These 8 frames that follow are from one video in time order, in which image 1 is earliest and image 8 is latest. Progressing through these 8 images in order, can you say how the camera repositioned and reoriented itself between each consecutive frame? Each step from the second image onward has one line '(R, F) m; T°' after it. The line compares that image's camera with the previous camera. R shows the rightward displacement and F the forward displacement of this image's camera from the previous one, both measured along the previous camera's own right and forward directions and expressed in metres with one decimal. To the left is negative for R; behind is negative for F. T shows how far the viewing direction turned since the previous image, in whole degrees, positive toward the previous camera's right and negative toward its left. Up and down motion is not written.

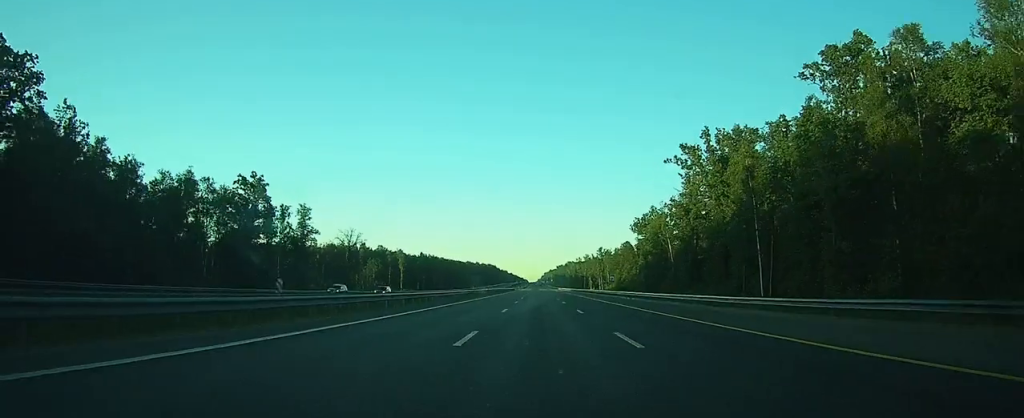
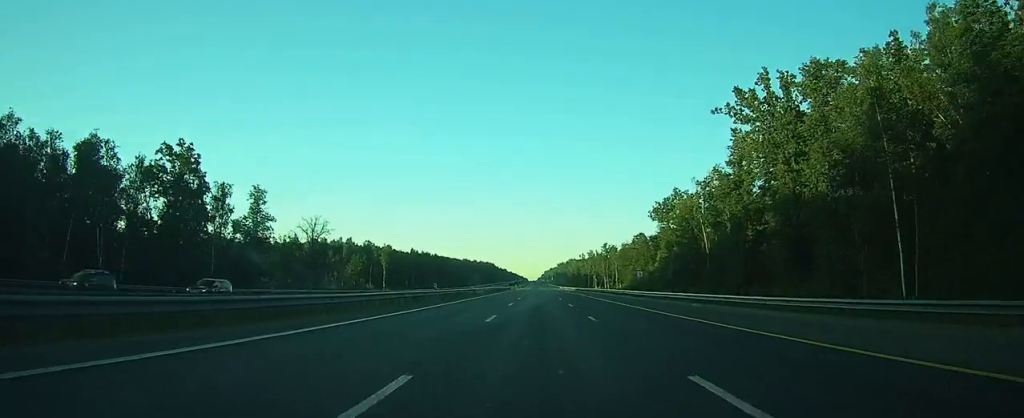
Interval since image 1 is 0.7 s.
(0.0, +24.2) m; 0°
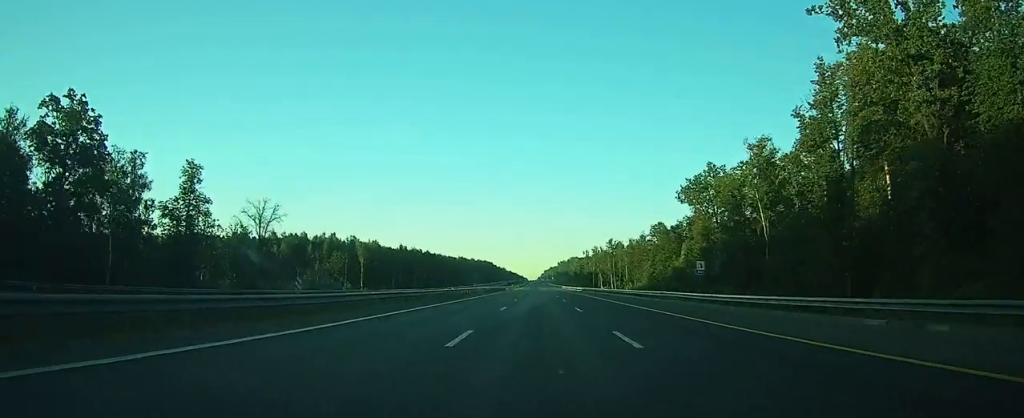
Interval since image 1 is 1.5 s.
(0.0, +24.0) m; 0°
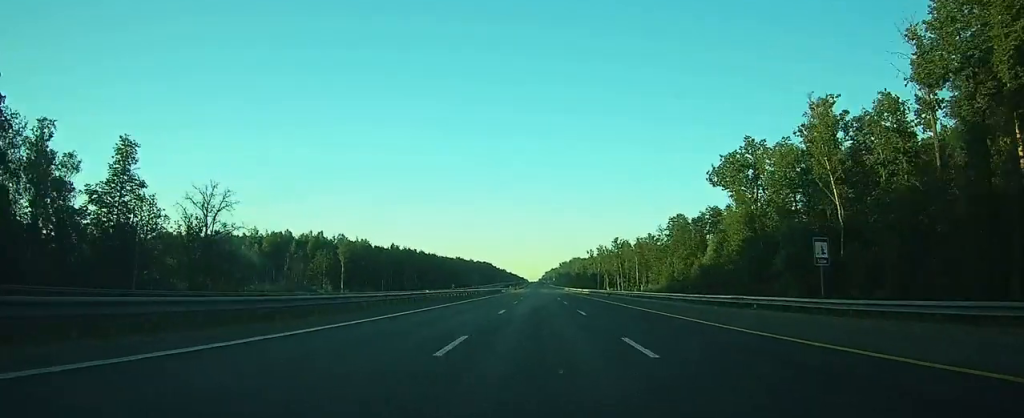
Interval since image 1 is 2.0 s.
(0.0, +17.4) m; 0°
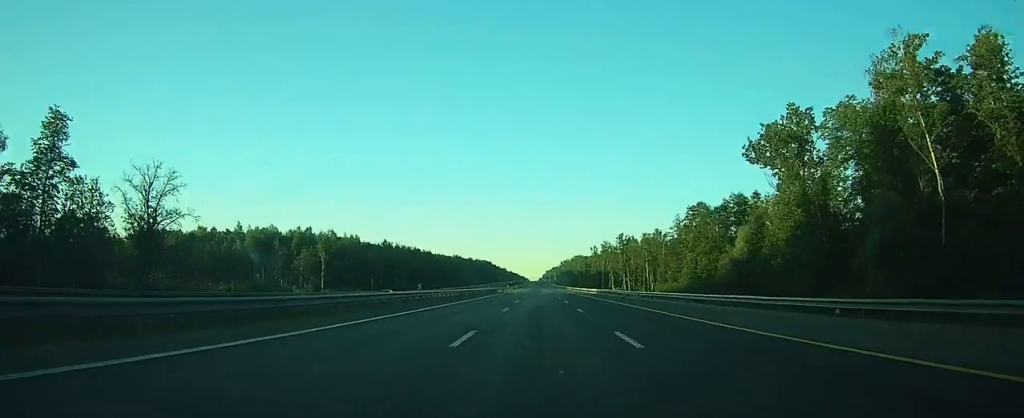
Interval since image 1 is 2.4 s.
(0.0, +14.2) m; 0°
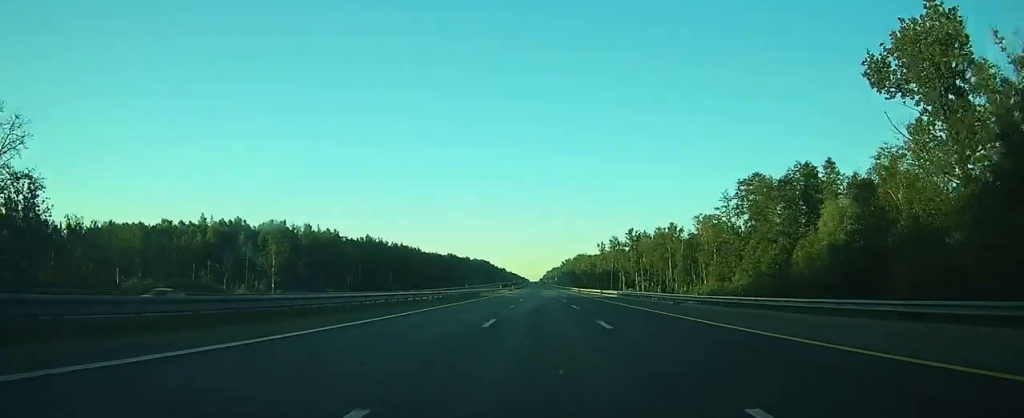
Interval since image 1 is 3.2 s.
(0.0, +26.1) m; 0°
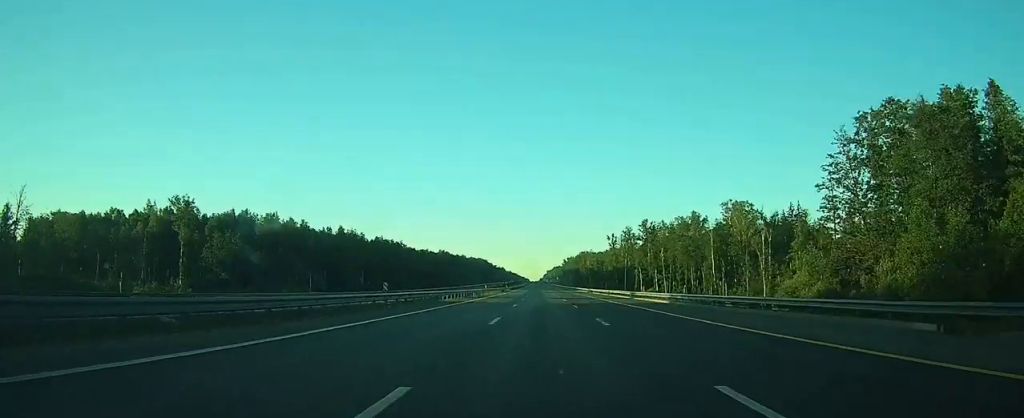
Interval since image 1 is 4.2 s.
(0.0, +30.4) m; 0°
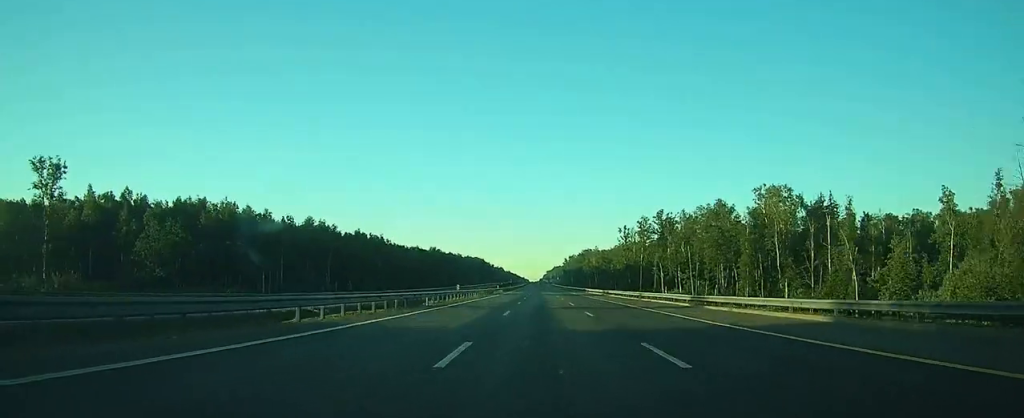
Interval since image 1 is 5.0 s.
(0.0, +26.0) m; 0°
